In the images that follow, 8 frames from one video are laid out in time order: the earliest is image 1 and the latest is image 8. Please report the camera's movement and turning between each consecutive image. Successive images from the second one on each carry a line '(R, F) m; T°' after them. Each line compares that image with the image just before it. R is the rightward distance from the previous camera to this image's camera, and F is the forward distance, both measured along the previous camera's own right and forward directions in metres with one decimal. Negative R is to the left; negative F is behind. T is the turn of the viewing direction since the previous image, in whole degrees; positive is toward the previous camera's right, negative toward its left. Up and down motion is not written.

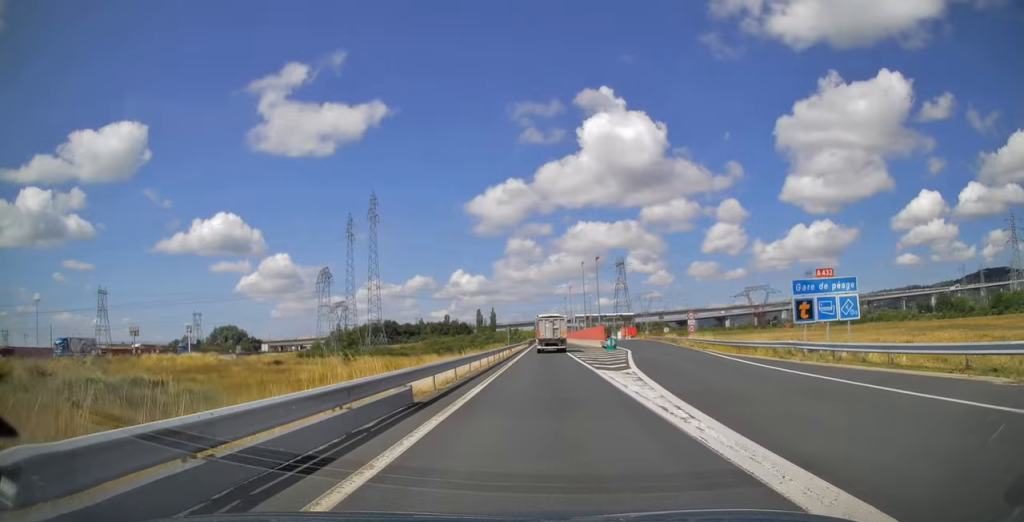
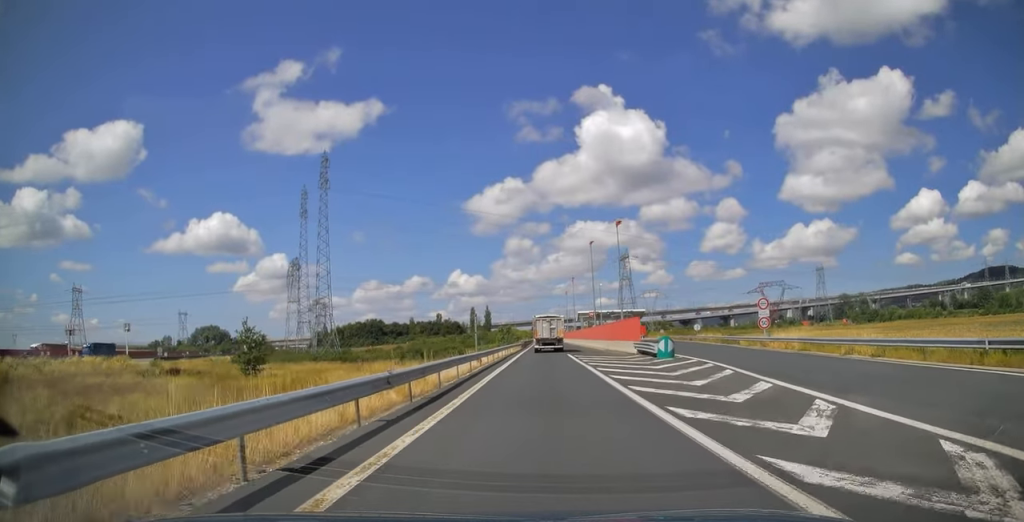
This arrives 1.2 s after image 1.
(+0.1, +26.6) m; -1°
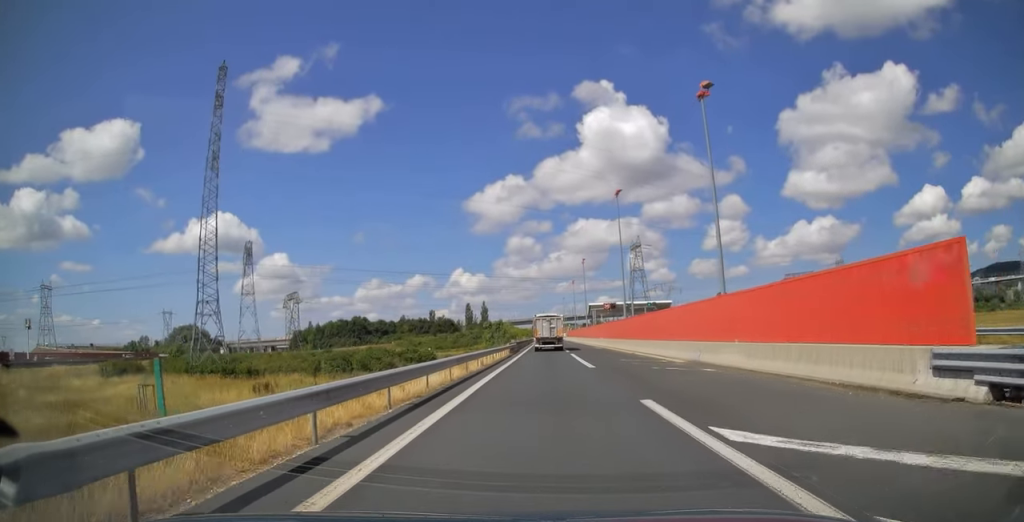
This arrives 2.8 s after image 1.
(-0.1, +33.7) m; 0°
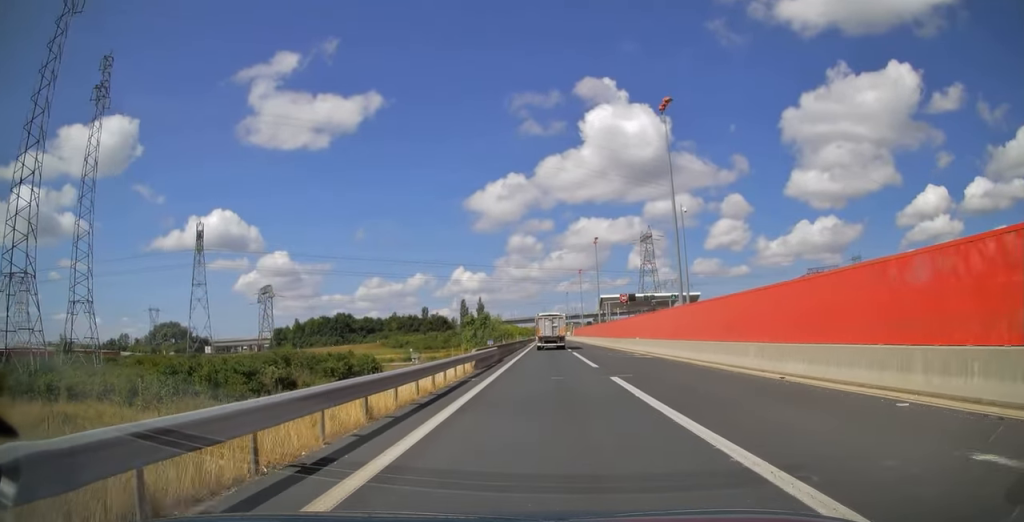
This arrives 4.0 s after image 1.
(-0.1, +25.7) m; 0°
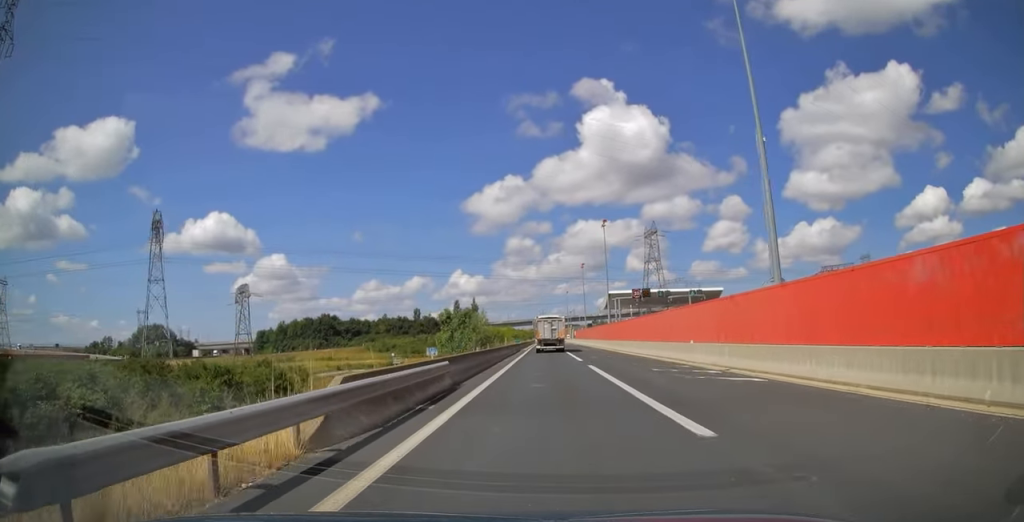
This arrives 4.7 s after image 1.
(+0.1, +16.7) m; 0°
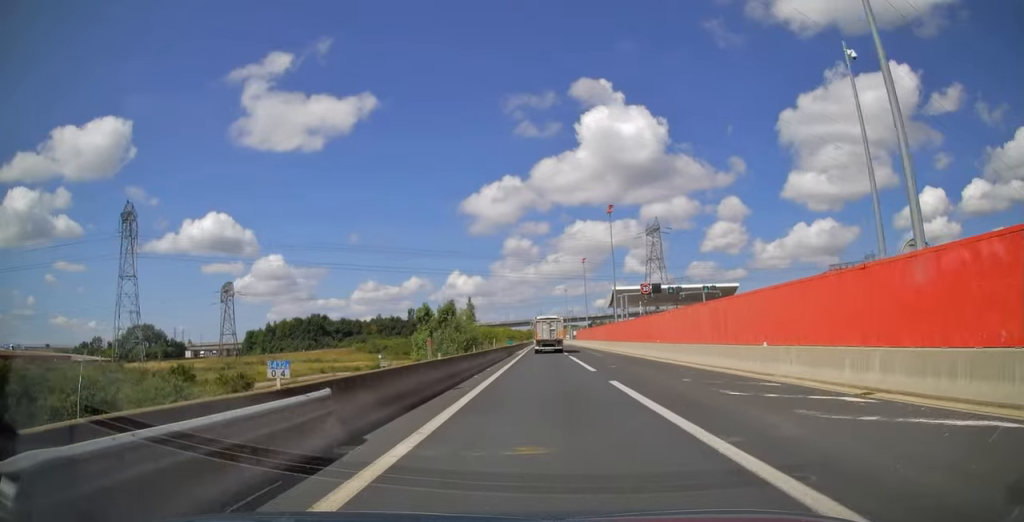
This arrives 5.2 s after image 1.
(+0.2, +9.5) m; 0°
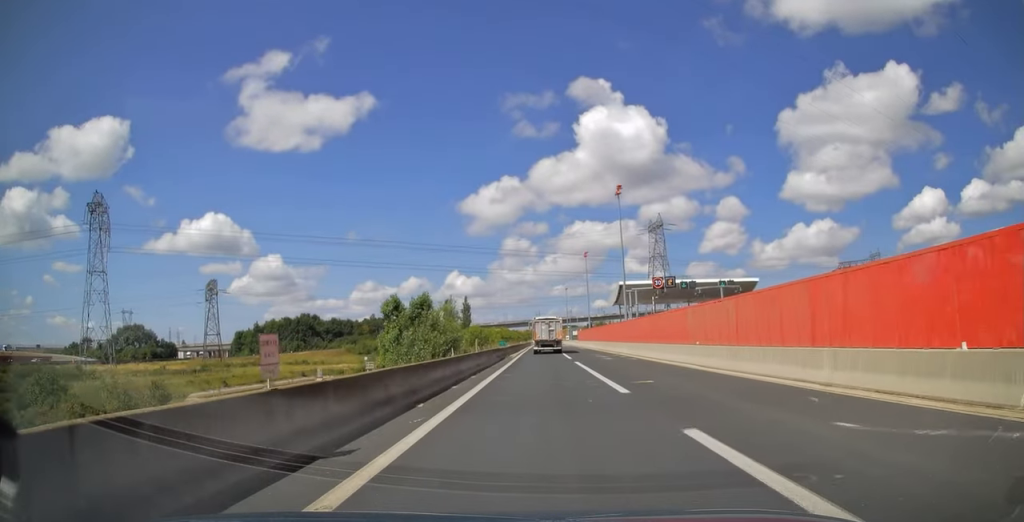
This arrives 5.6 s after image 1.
(-0.1, +9.5) m; 0°
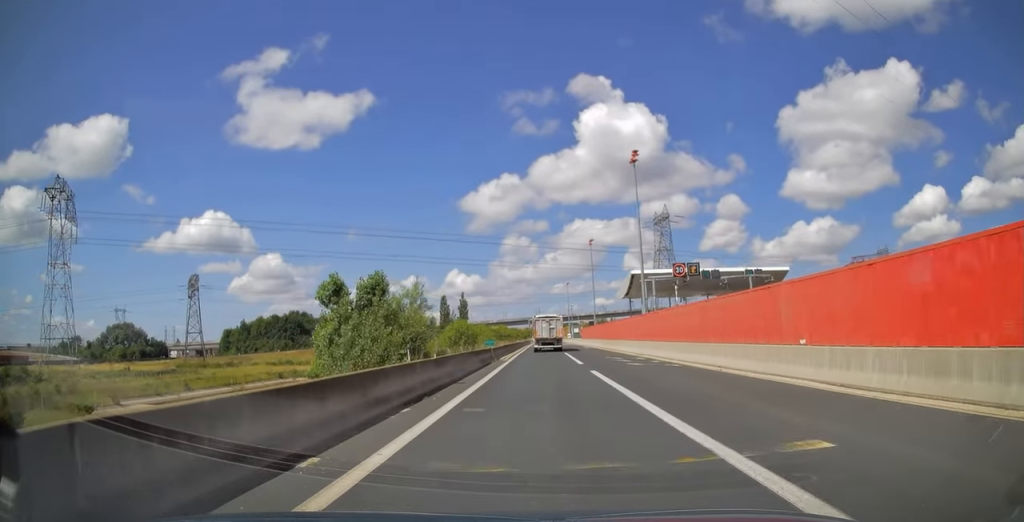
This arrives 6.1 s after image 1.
(-0.2, +11.0) m; 0°
